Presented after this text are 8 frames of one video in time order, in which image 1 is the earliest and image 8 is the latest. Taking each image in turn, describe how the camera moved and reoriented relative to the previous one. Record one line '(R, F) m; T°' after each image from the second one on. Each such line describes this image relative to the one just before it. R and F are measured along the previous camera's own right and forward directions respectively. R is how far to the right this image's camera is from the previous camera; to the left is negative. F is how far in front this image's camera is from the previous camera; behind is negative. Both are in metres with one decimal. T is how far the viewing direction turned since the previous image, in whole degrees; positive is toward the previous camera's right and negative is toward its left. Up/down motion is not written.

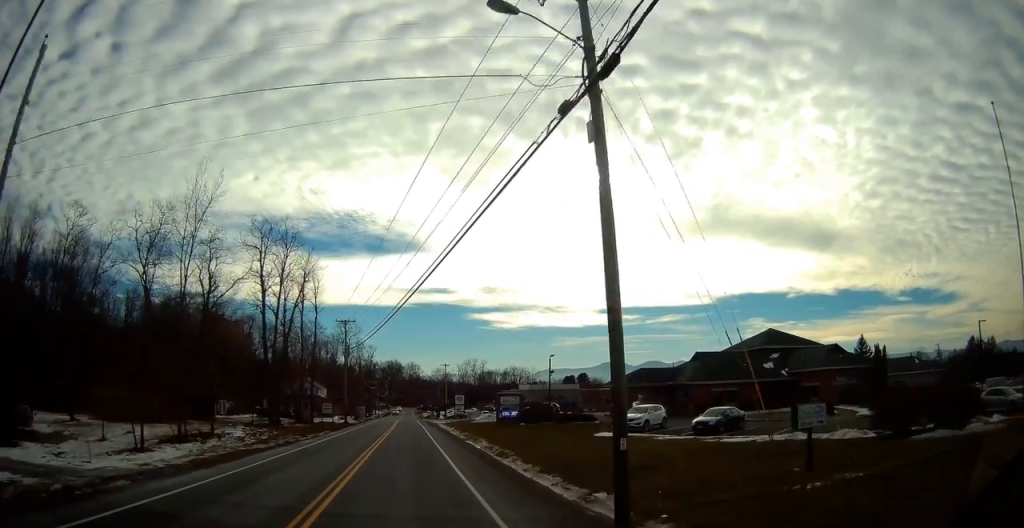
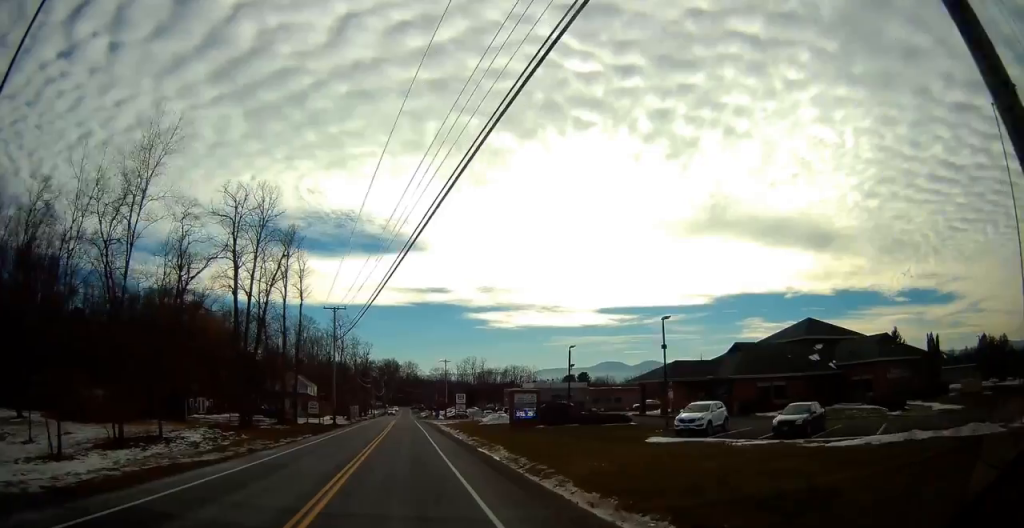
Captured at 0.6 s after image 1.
(0.0, +8.3) m; 0°
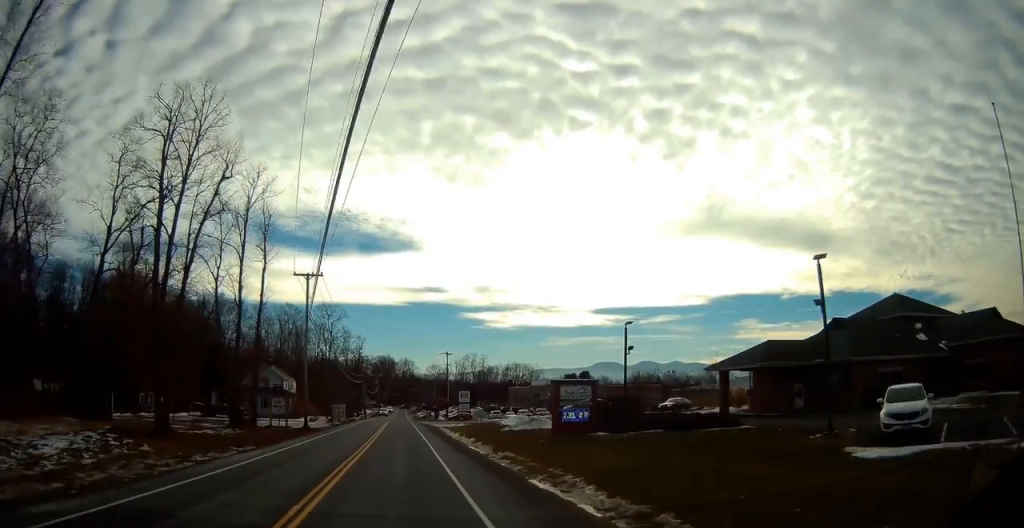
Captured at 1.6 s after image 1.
(0.0, +14.6) m; 0°
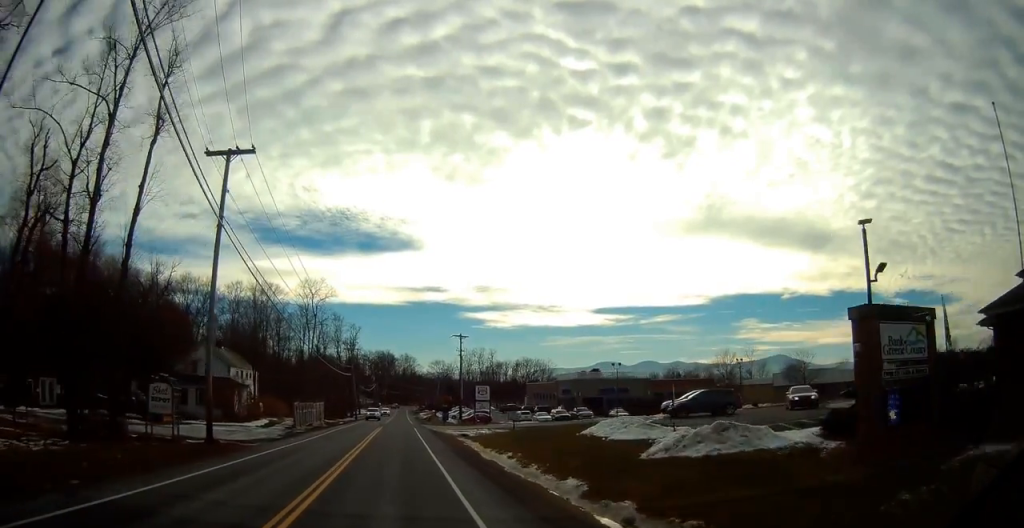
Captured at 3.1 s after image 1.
(0.0, +22.6) m; 0°
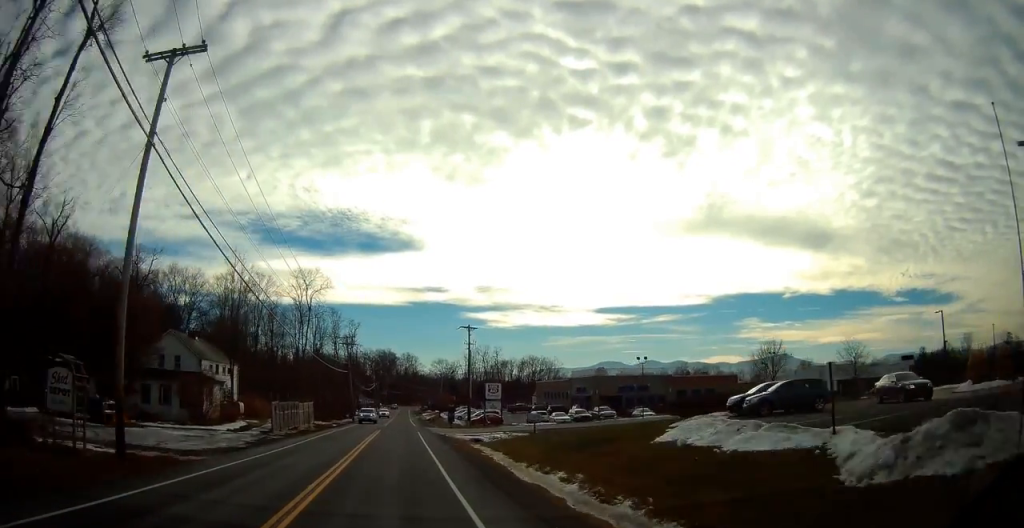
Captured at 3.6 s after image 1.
(0.0, +7.8) m; 0°
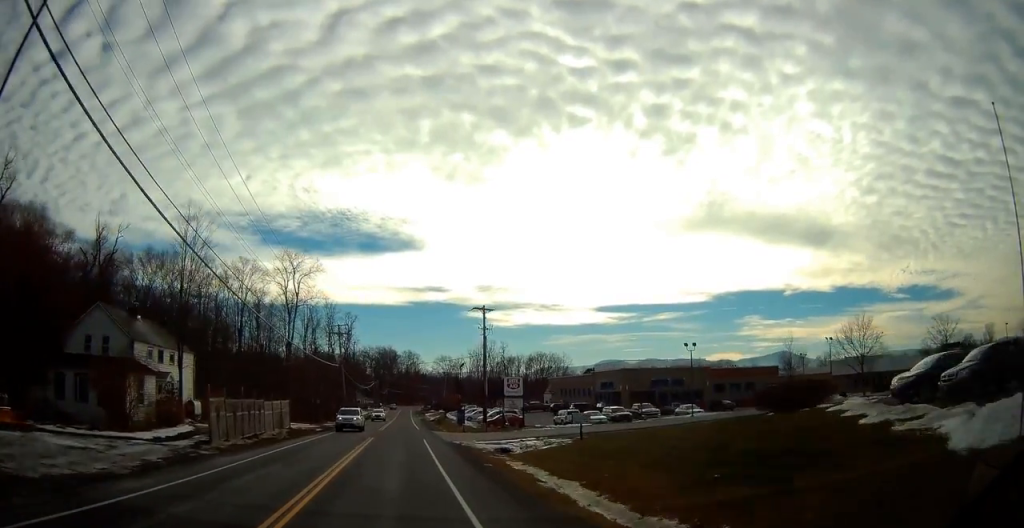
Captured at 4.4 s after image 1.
(0.0, +11.7) m; 0°
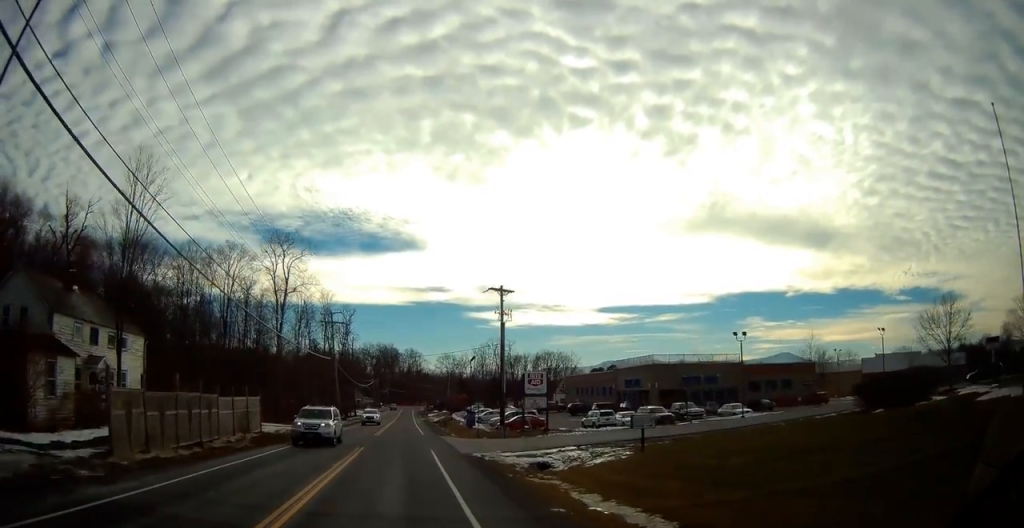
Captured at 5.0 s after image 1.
(0.0, +8.8) m; 0°
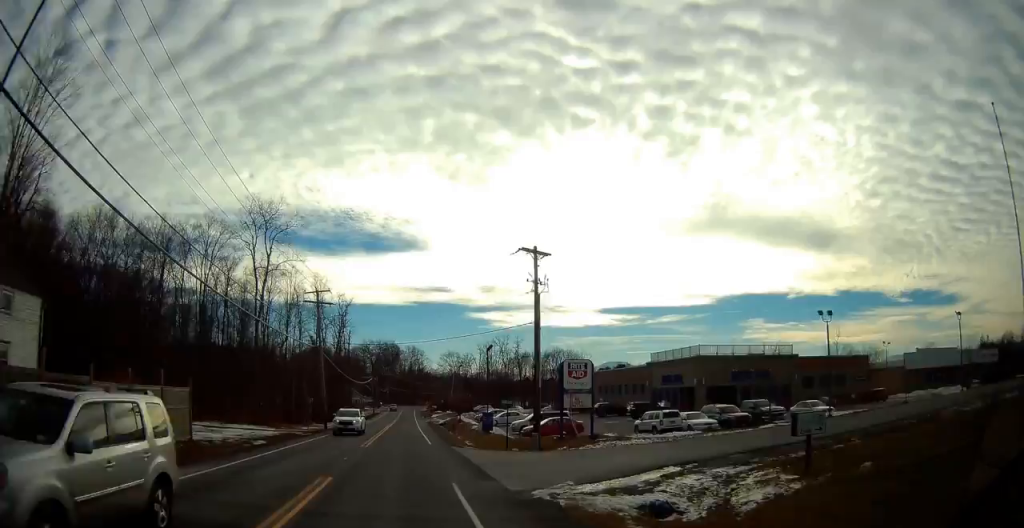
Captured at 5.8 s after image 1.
(0.0, +11.3) m; 0°
